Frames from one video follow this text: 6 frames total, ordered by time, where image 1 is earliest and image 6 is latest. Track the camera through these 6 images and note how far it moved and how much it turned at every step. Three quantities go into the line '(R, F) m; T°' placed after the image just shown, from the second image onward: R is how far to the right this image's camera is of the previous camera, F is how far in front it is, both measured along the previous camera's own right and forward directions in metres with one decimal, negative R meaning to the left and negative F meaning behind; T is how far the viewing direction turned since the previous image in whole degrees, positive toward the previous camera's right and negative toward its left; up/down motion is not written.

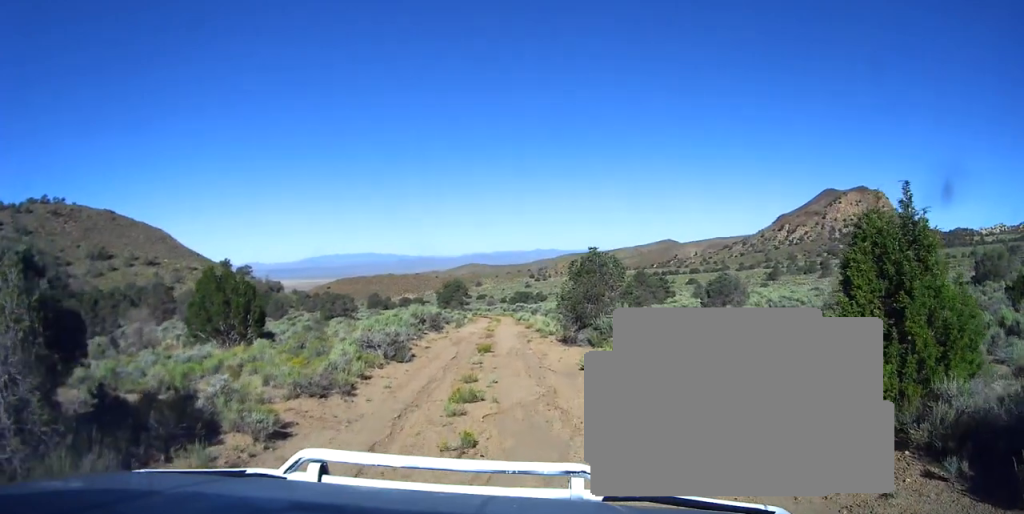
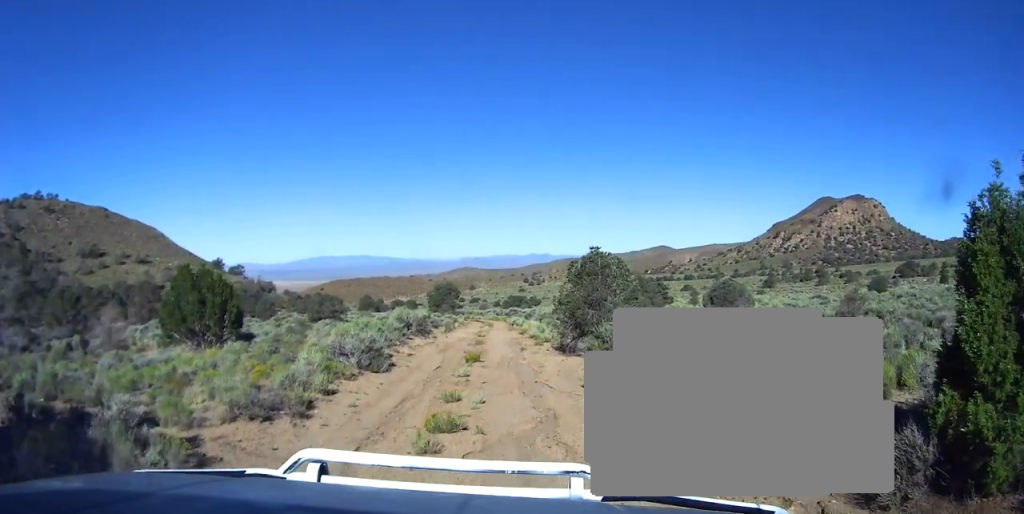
(-0.1, +1.9) m; 0°
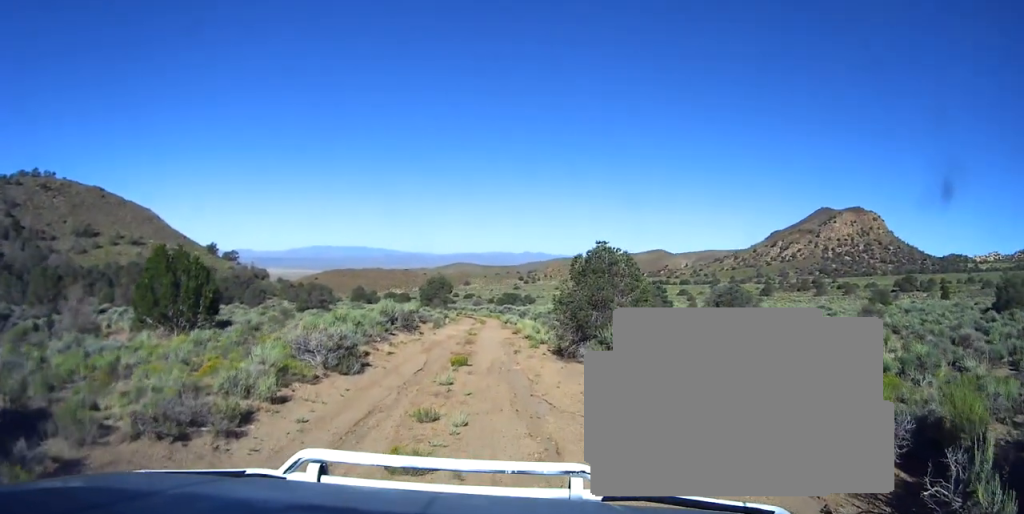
(0.0, +2.1) m; -1°
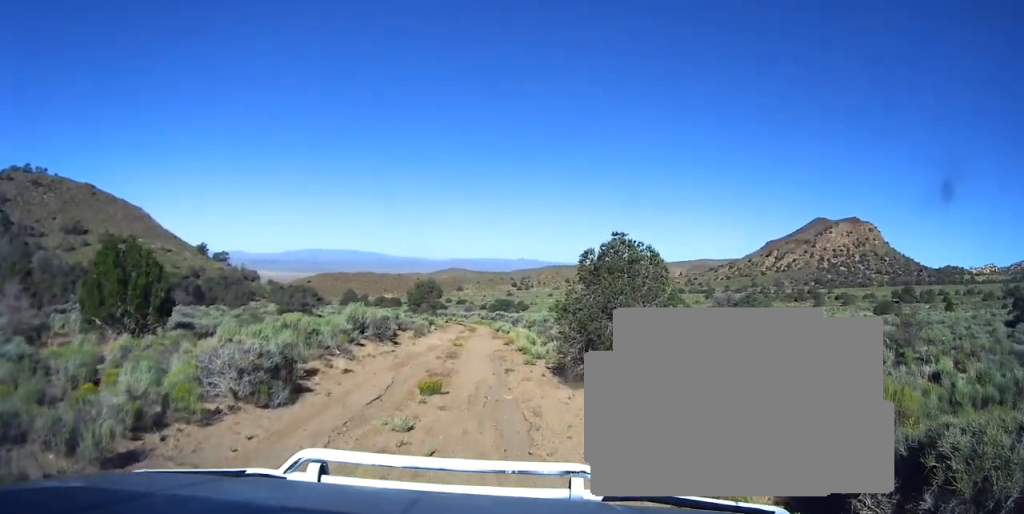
(-0.1, +3.8) m; -1°
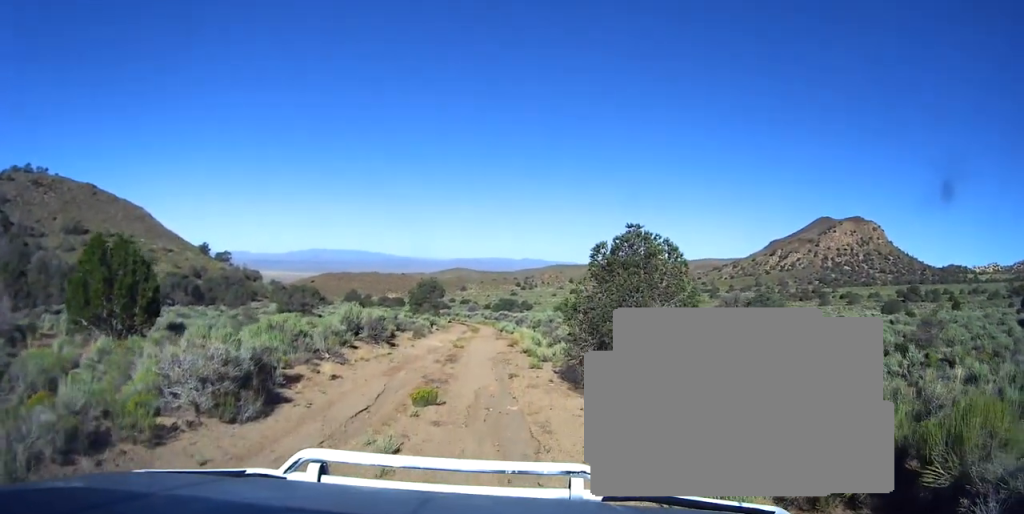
(0.0, +1.2) m; -2°
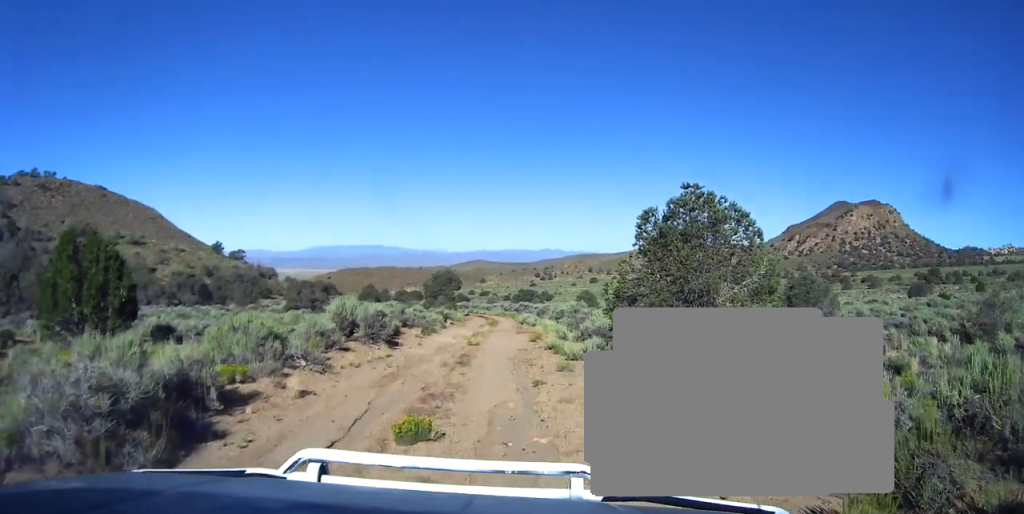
(-0.1, +3.0) m; -3°
